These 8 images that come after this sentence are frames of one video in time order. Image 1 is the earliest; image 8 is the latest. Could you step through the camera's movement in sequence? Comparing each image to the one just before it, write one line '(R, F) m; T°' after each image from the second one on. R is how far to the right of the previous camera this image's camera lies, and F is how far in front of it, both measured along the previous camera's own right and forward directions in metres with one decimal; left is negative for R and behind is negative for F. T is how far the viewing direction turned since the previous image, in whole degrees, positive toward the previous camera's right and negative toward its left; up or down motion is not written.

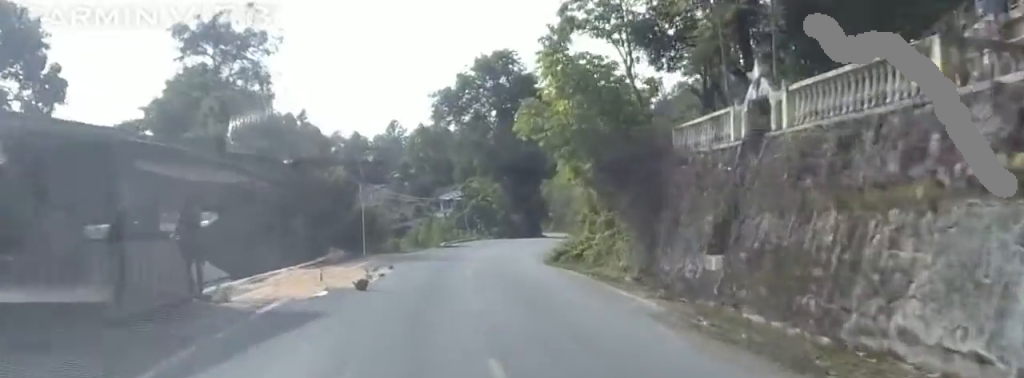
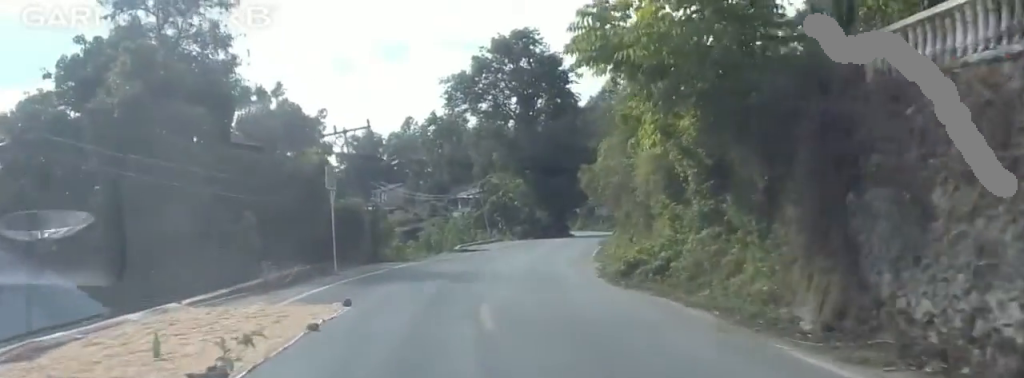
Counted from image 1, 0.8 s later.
(+0.6, +11.4) m; 0°
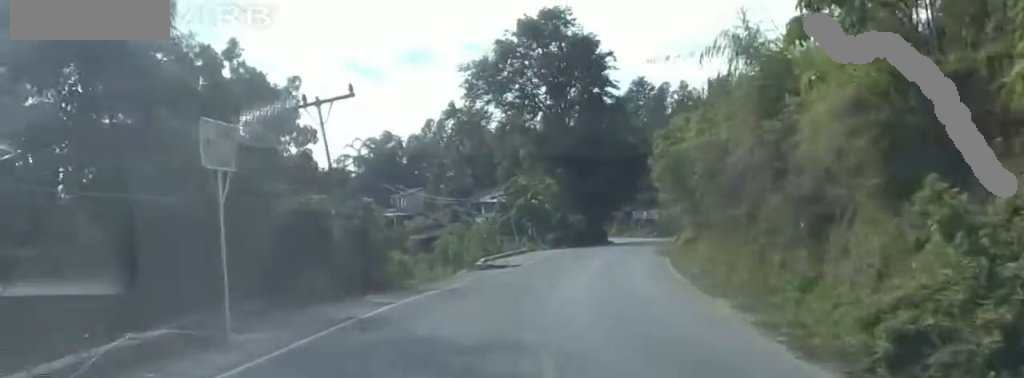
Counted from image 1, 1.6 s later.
(-1.0, +12.7) m; -2°
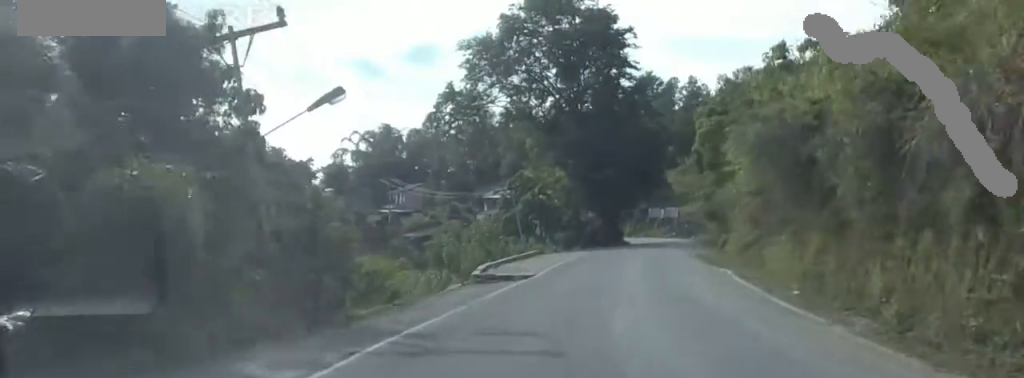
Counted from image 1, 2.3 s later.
(+0.5, +10.4) m; +3°
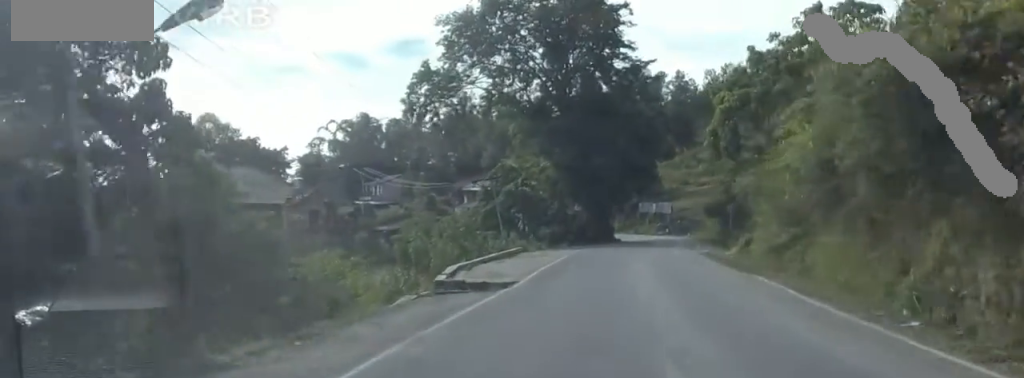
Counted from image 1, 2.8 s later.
(+0.1, +7.3) m; +2°
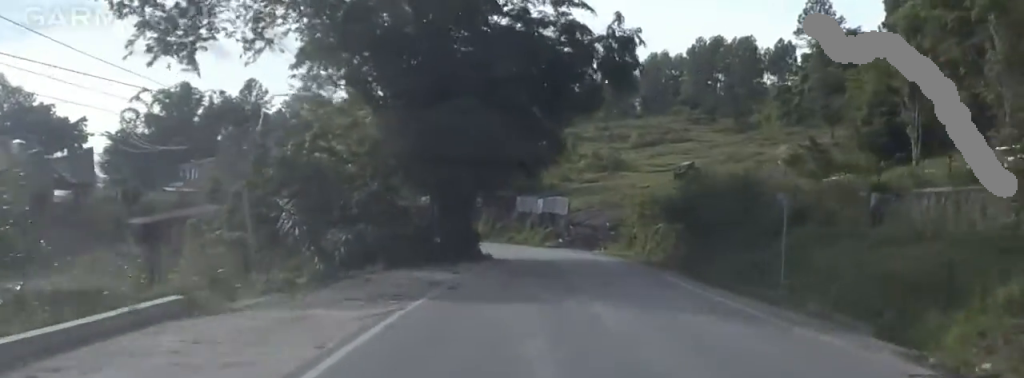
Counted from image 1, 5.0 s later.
(+2.5, +32.4) m; +10°
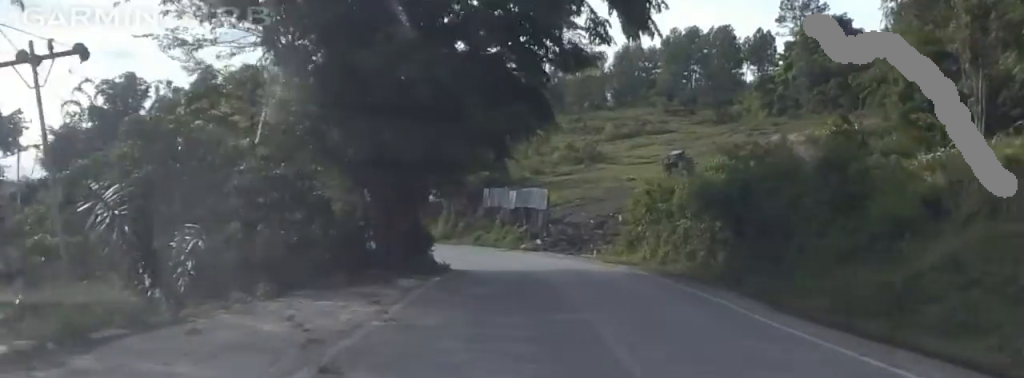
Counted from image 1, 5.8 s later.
(+0.9, +11.2) m; 0°
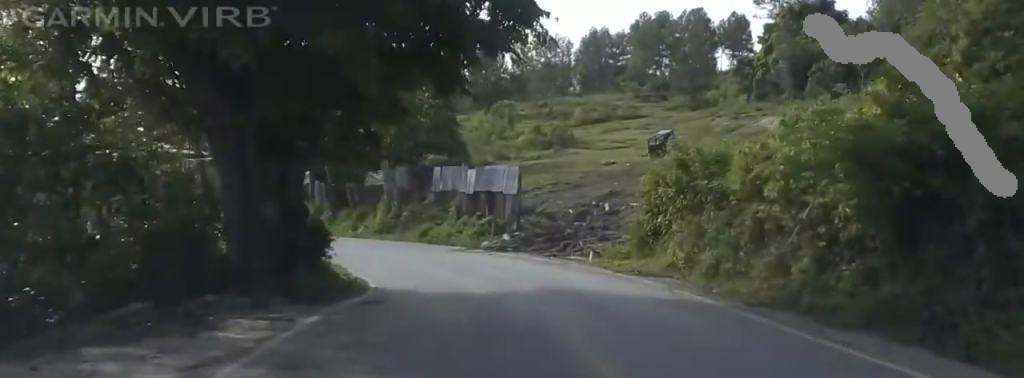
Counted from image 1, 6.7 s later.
(-1.2, +12.4) m; -4°
